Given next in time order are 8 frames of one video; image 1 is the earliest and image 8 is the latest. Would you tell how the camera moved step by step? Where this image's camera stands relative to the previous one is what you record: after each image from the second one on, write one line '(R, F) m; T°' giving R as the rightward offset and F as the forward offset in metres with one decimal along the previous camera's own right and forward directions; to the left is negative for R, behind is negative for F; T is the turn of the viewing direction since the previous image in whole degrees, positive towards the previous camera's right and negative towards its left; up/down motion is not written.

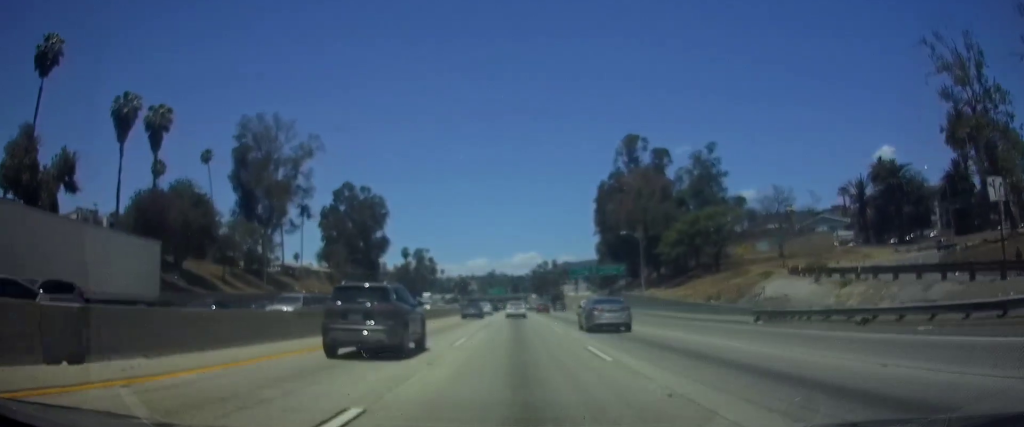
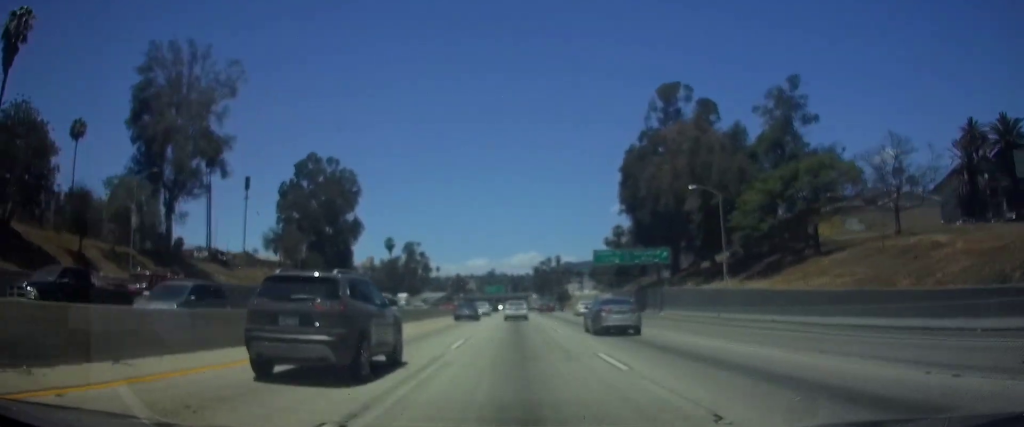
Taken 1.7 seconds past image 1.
(+0.2, +31.0) m; +1°
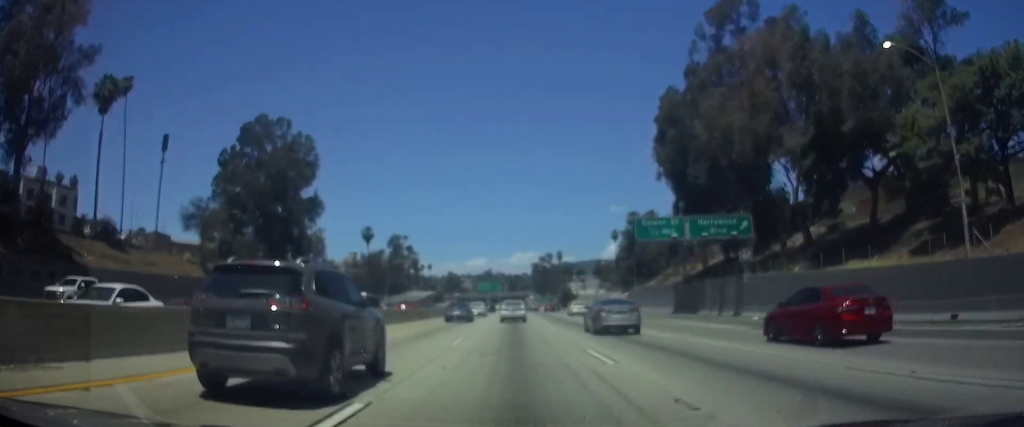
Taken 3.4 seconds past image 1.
(0.0, +28.9) m; 0°
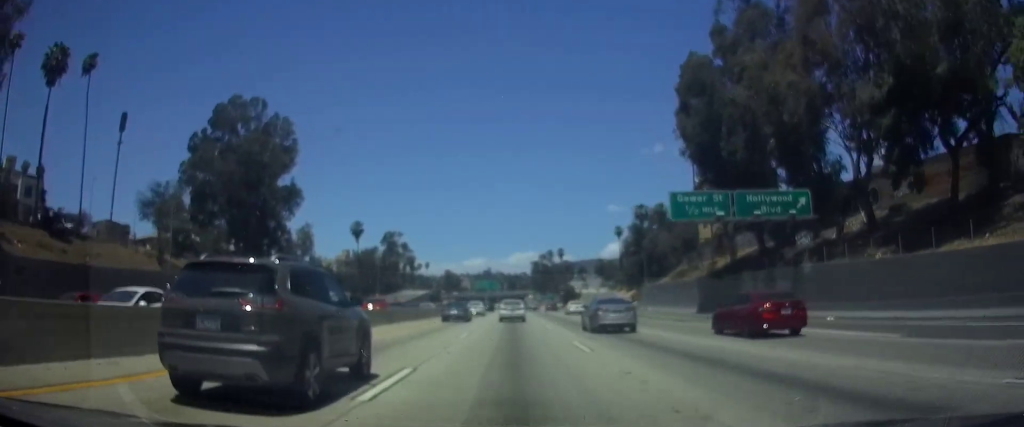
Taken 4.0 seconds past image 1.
(0.0, +11.1) m; 0°
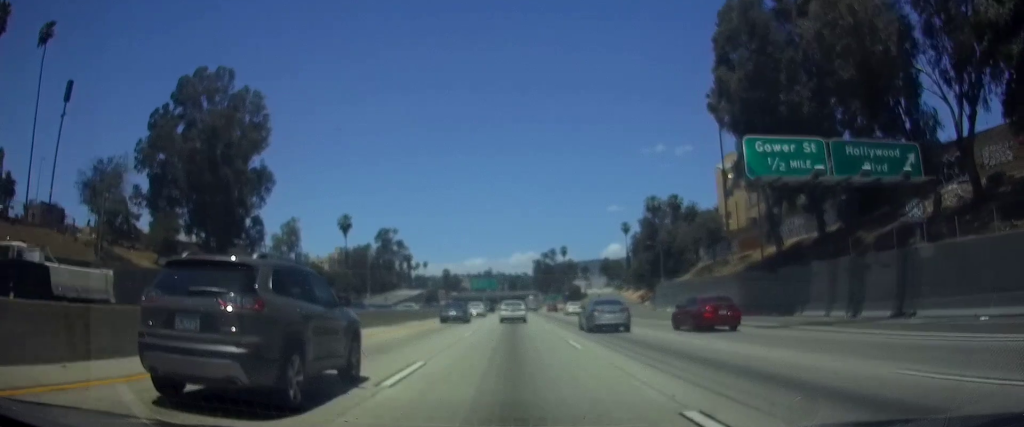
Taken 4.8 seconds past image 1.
(0.0, +13.1) m; 0°
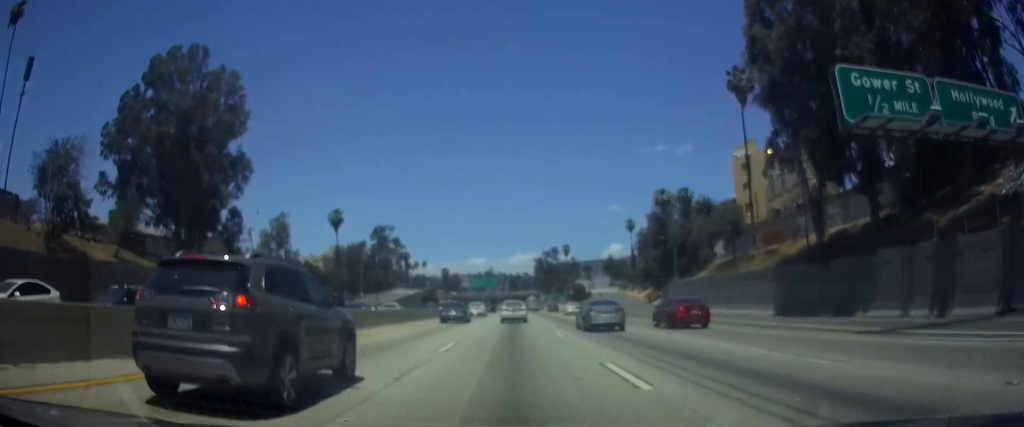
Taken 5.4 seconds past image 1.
(0.0, +8.6) m; 0°
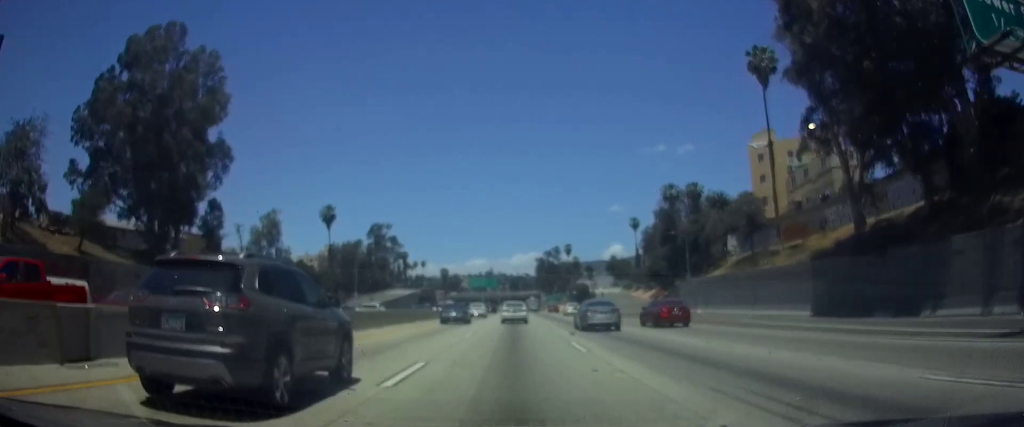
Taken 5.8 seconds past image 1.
(+0.1, +6.9) m; 0°
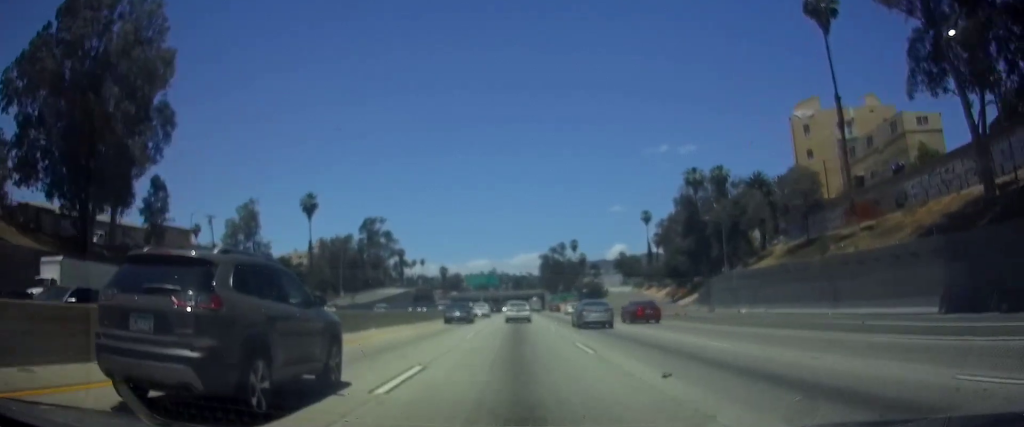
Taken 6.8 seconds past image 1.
(0.0, +15.4) m; 0°
